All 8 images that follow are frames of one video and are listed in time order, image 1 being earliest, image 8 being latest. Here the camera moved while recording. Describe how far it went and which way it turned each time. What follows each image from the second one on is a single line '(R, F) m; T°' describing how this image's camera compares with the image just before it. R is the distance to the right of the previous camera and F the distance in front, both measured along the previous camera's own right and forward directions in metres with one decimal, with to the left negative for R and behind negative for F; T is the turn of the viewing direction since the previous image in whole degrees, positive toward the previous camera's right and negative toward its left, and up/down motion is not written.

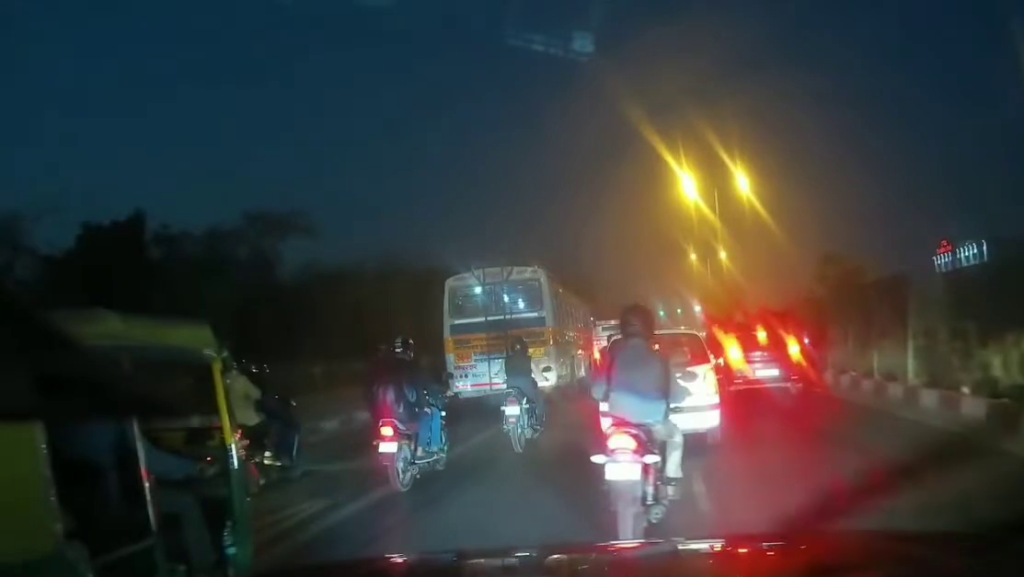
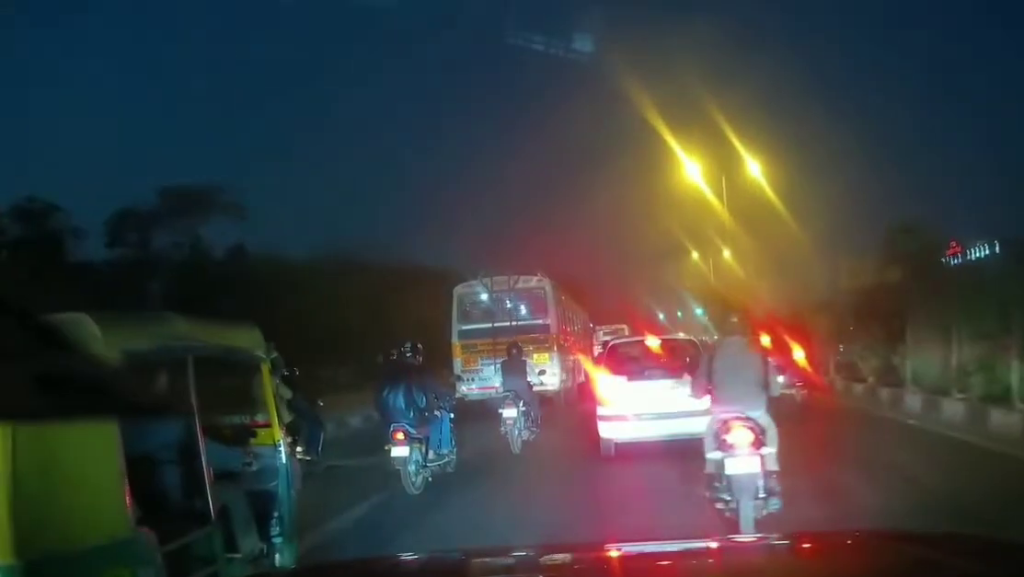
(0.0, +5.2) m; -1°
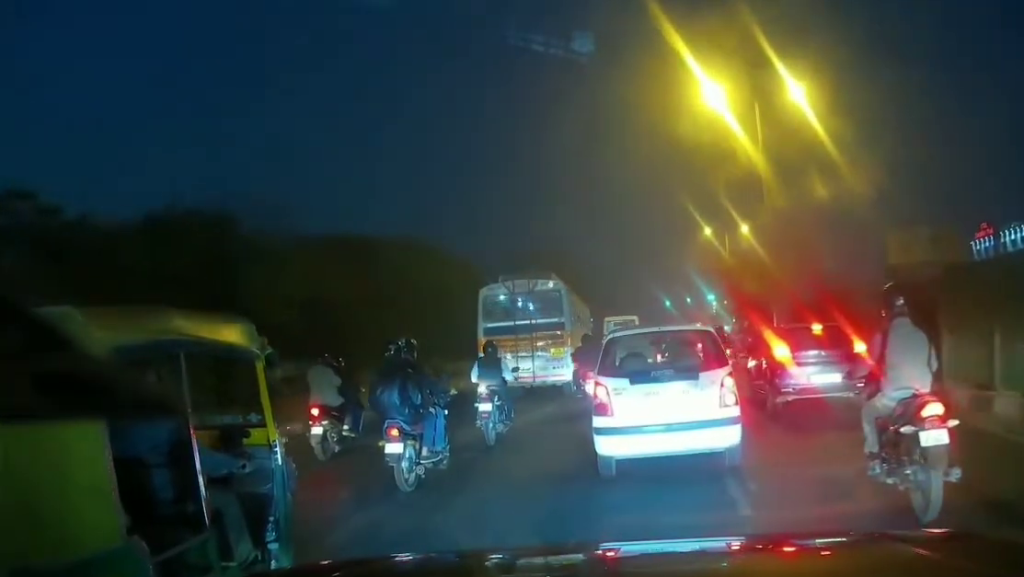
(-0.3, +11.7) m; -2°
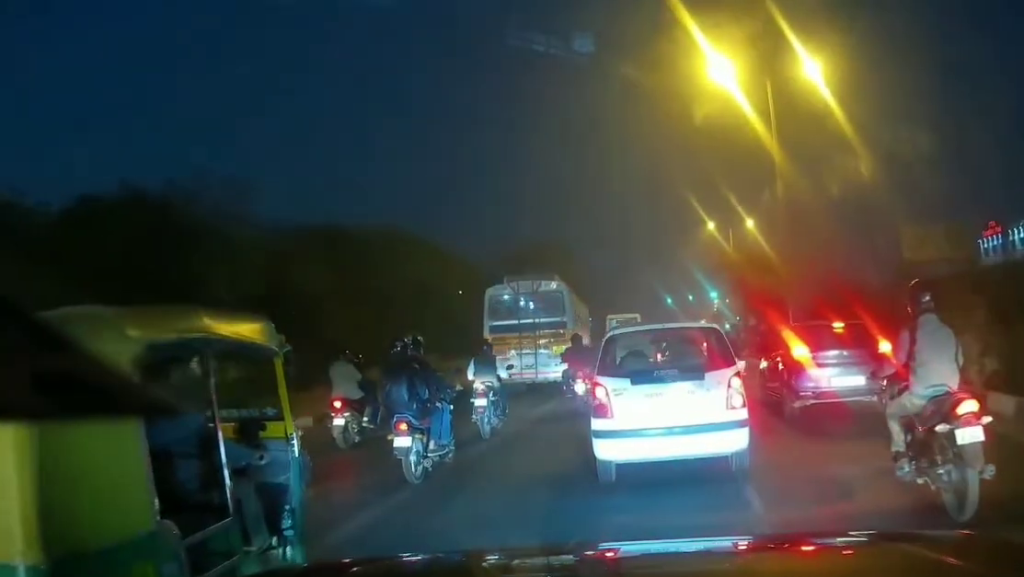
(0.0, +2.6) m; 0°
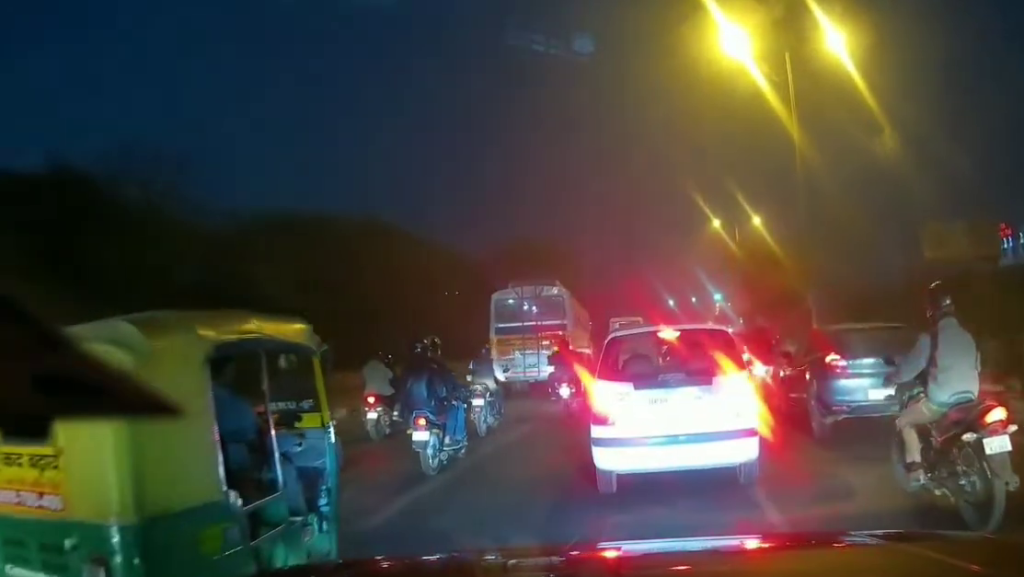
(0.0, +3.7) m; 0°
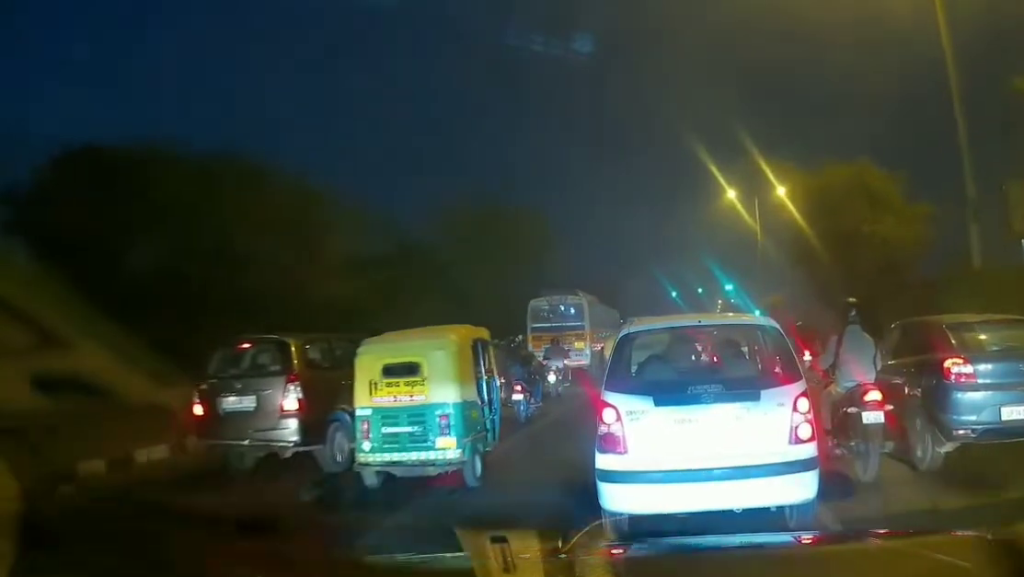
(+0.1, +13.7) m; +5°
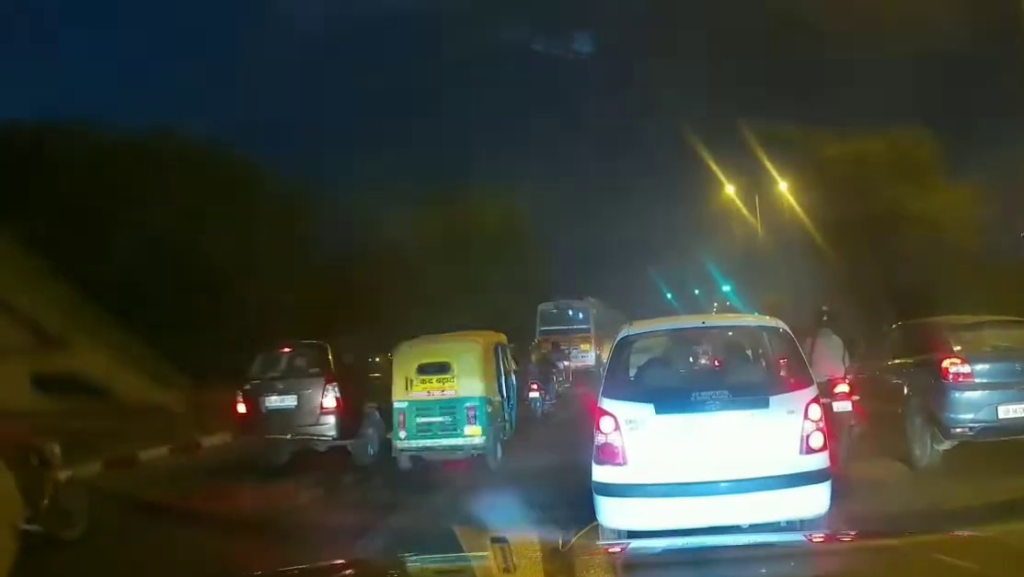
(+0.3, +3.3) m; +1°
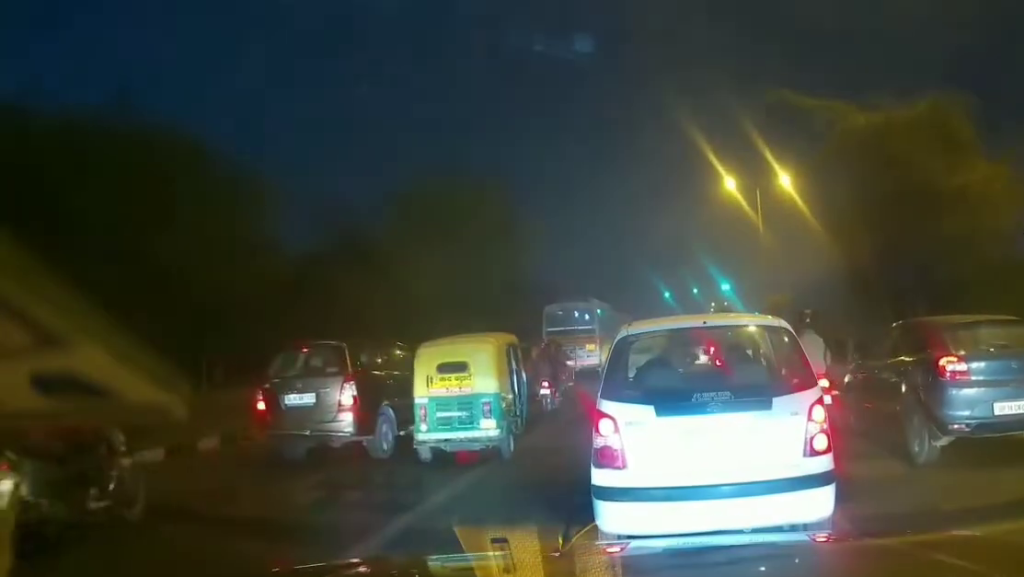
(0.0, +2.3) m; 0°
